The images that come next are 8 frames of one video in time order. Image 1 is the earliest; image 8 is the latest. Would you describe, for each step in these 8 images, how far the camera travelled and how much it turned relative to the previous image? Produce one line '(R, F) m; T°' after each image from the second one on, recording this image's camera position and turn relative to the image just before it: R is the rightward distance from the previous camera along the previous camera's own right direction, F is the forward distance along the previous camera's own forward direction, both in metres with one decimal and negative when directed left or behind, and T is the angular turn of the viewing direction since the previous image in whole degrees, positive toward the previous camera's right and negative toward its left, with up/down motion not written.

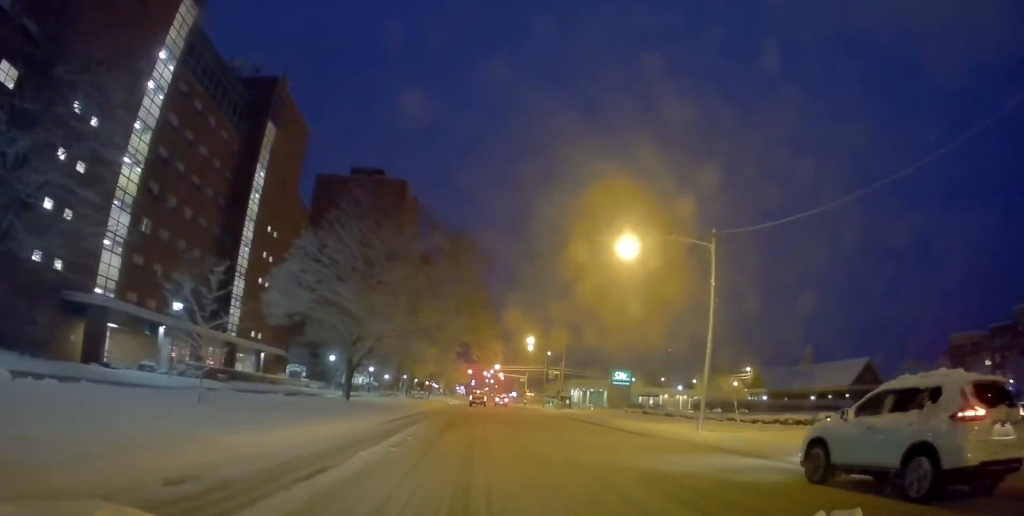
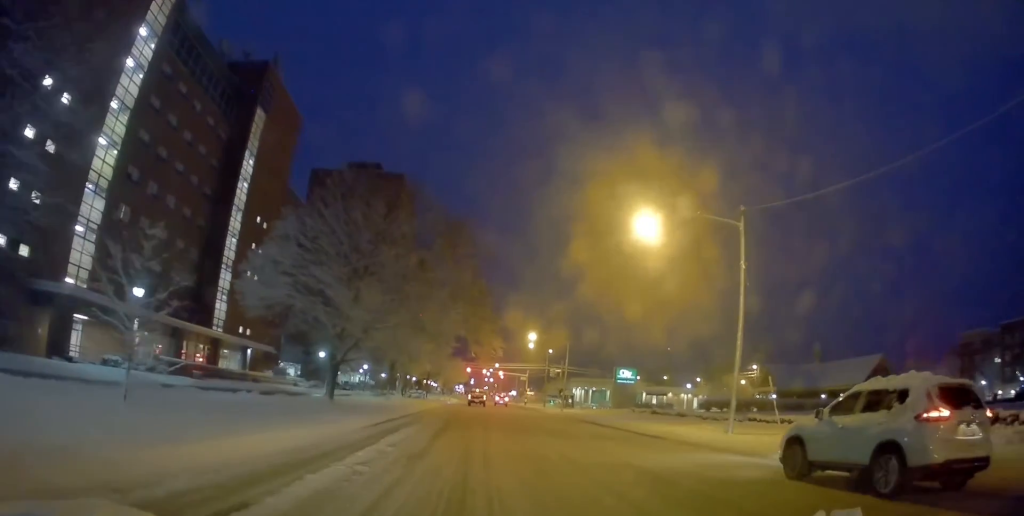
(-0.3, +3.4) m; 0°
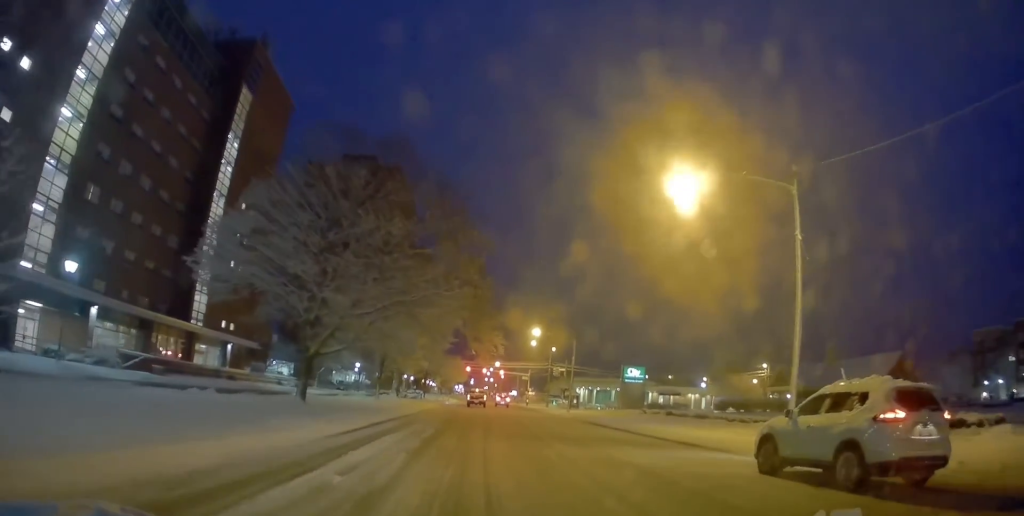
(+0.4, +5.0) m; +5°
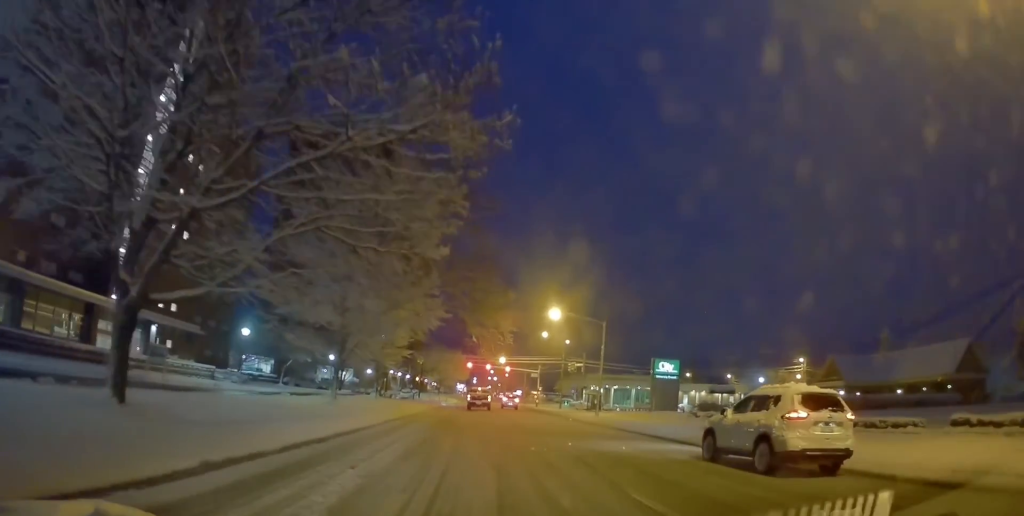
(+0.1, +14.1) m; 0°
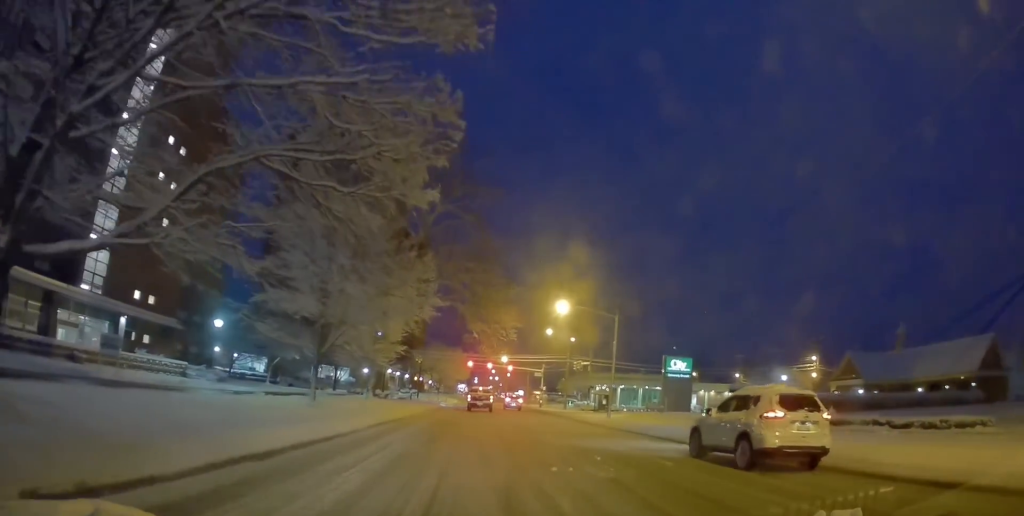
(+0.1, +4.1) m; -1°
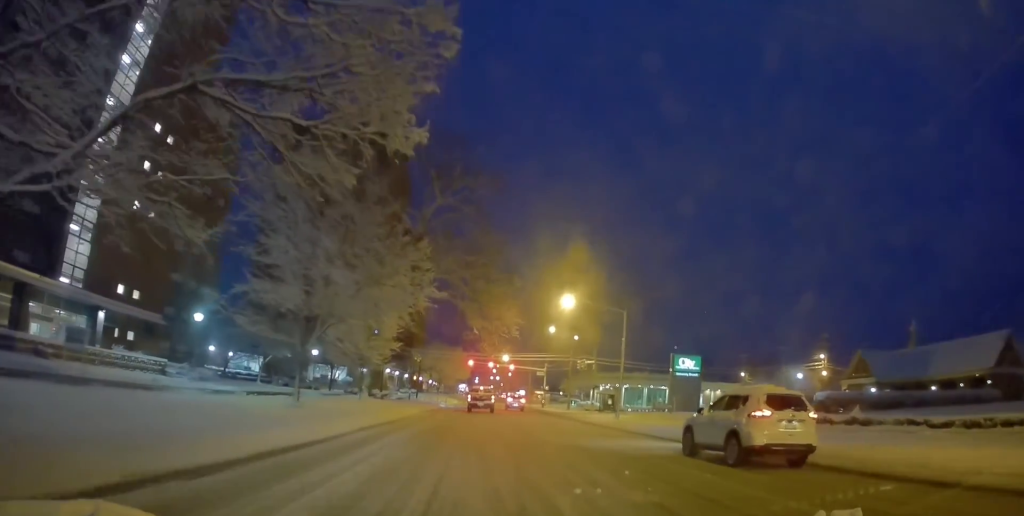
(0.0, +2.5) m; 0°
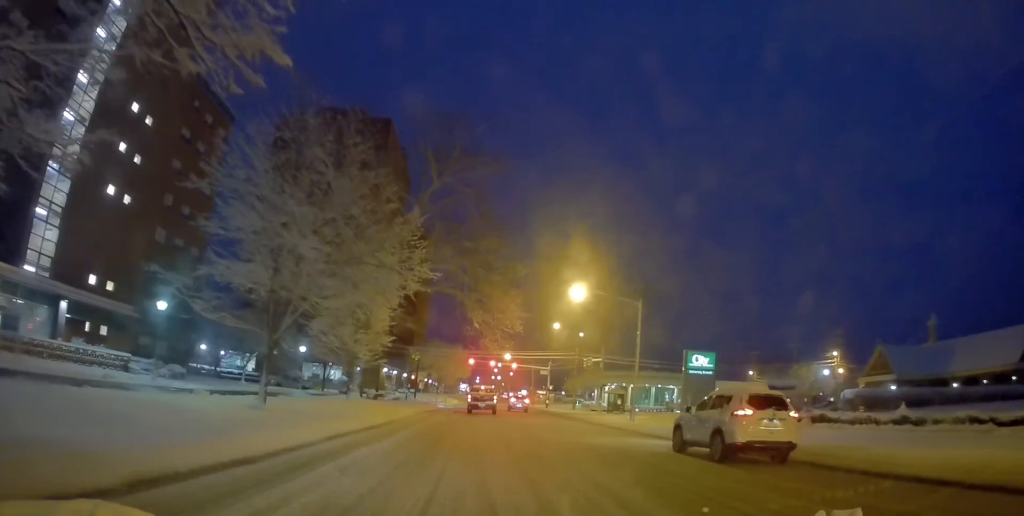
(-0.1, +3.9) m; -1°
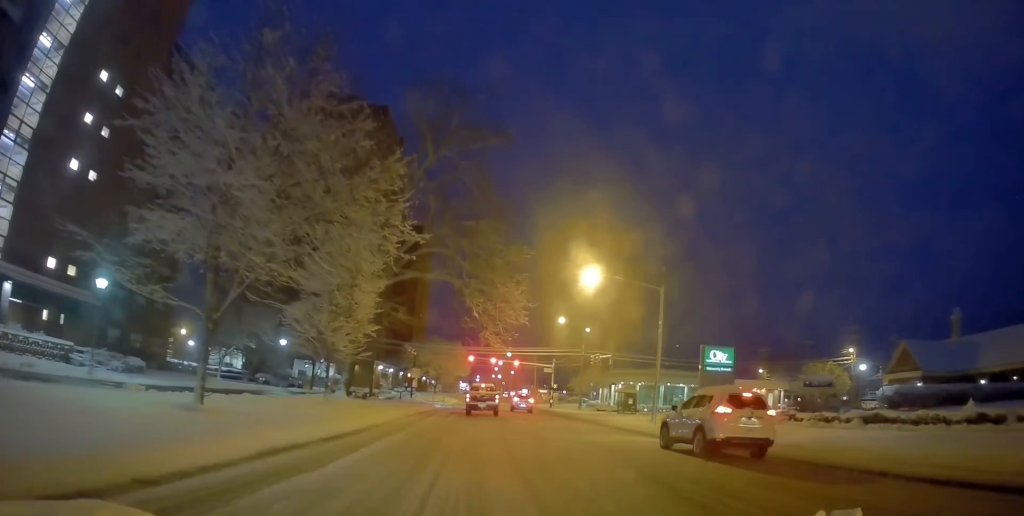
(+0.1, +4.8) m; 0°
